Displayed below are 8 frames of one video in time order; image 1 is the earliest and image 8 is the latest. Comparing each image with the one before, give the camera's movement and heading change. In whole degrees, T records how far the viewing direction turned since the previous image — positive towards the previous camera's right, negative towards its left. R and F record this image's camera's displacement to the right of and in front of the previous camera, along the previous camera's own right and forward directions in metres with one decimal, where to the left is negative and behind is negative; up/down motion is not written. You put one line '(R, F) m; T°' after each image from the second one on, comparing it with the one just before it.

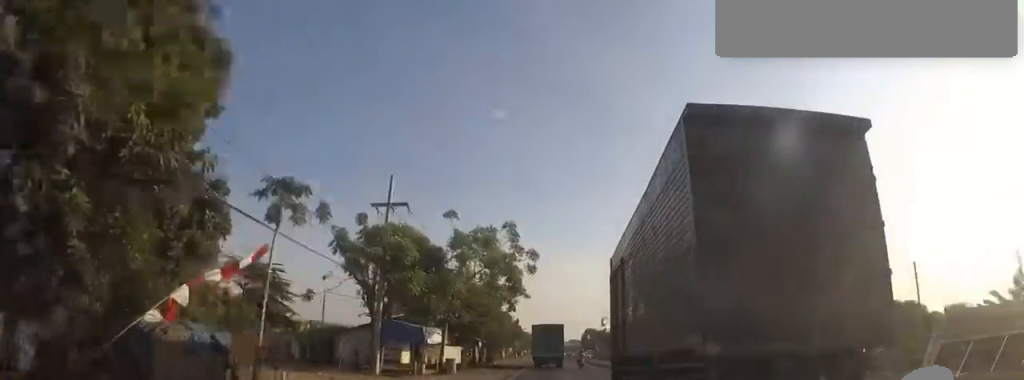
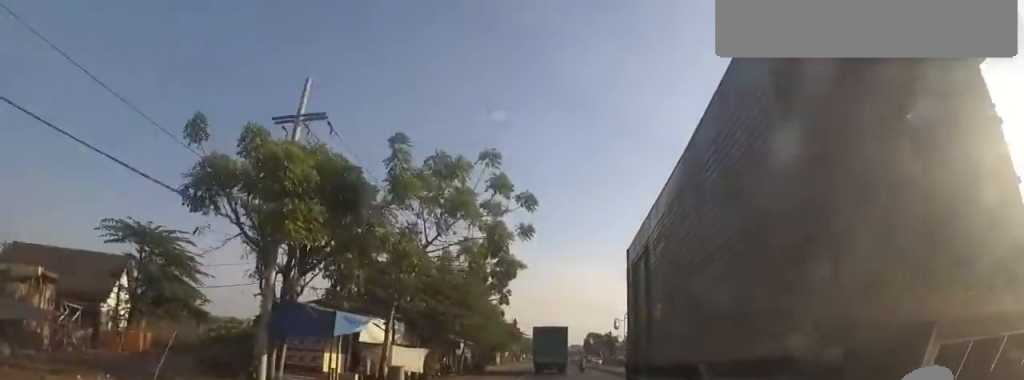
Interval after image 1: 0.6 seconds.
(+0.1, +9.8) m; 0°
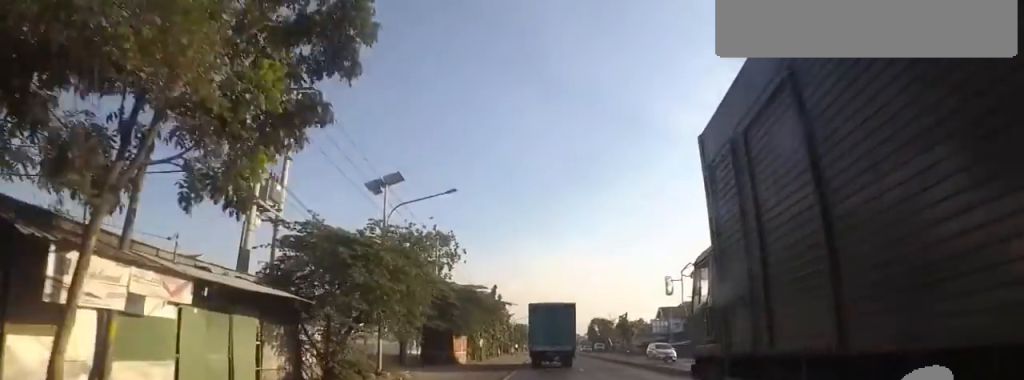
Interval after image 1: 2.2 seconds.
(-0.1, +26.6) m; -1°
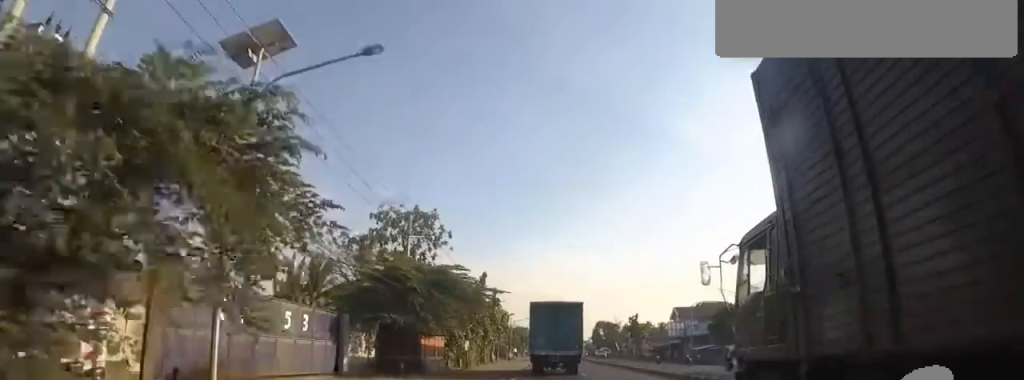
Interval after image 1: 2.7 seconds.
(0.0, +8.9) m; 0°
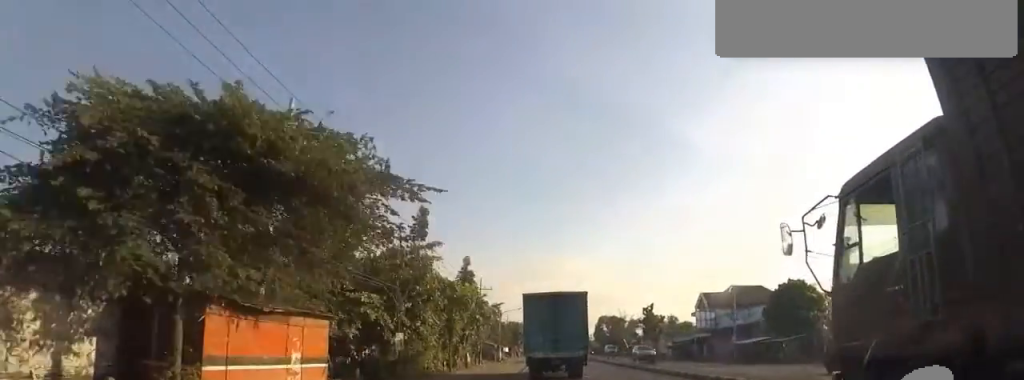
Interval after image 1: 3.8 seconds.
(-0.1, +14.8) m; -1°
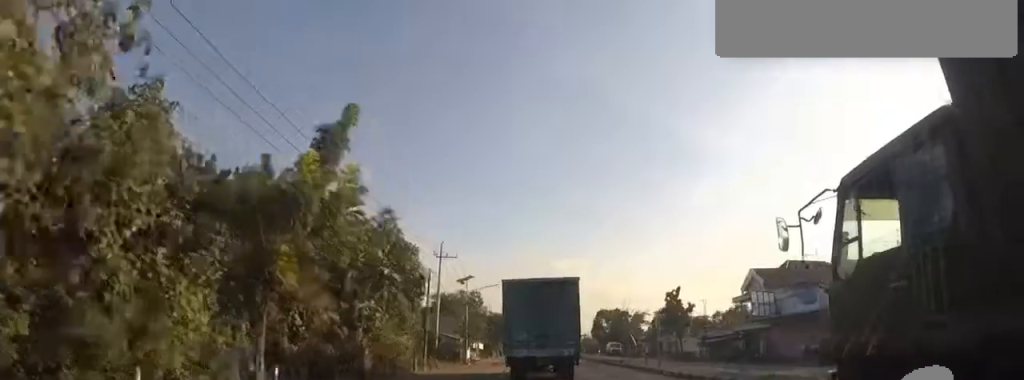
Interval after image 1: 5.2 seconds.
(-0.5, +18.6) m; -2°
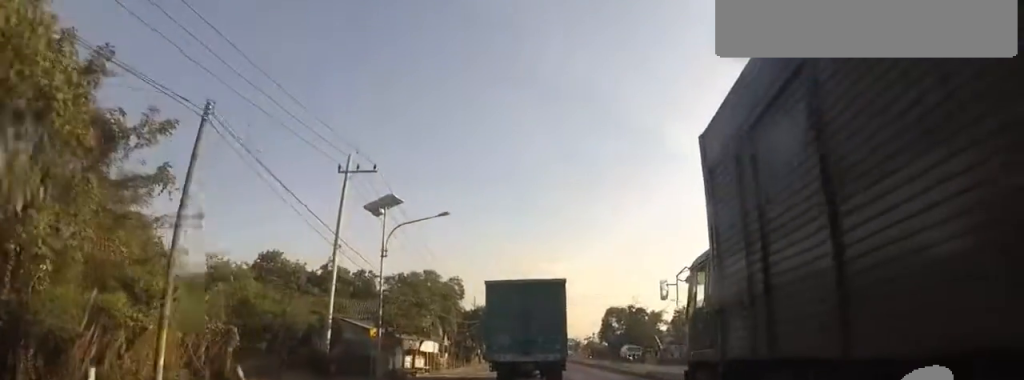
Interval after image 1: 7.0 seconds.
(0.0, +19.9) m; 0°
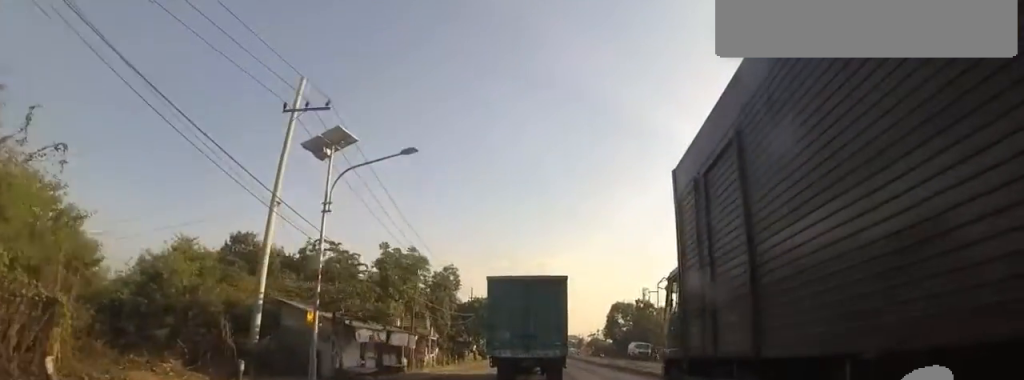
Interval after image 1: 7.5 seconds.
(0.0, +5.2) m; 0°
